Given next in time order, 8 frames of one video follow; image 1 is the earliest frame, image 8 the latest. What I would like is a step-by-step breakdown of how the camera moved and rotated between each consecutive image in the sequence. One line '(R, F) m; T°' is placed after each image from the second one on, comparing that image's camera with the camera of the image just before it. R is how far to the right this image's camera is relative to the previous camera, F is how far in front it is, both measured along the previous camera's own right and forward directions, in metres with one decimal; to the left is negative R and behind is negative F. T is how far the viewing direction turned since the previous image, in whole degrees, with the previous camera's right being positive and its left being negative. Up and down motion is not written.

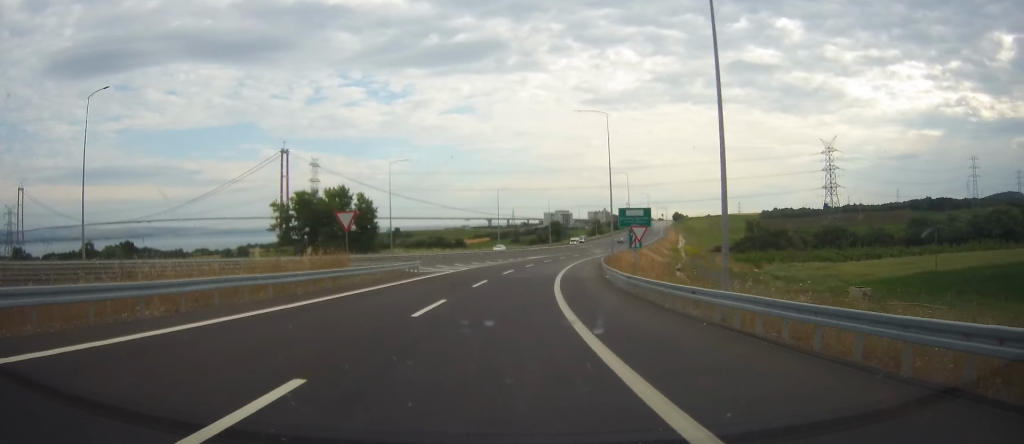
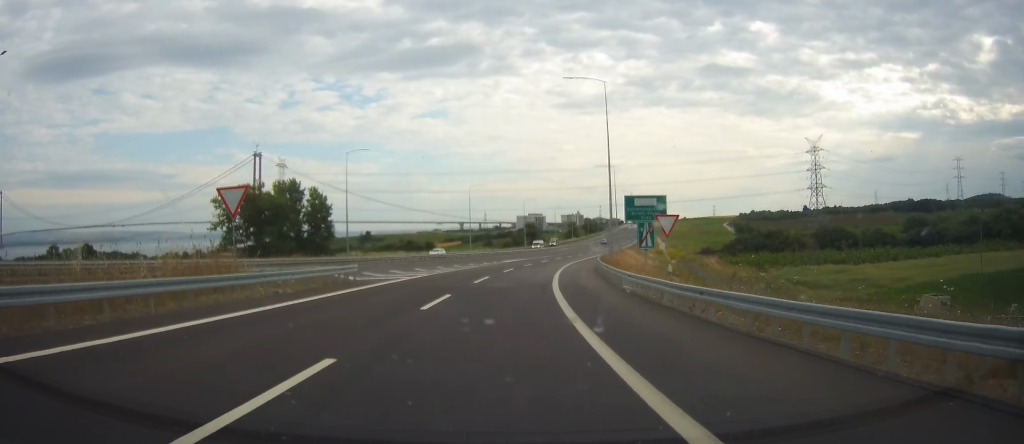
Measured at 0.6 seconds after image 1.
(+0.1, +12.3) m; +2°
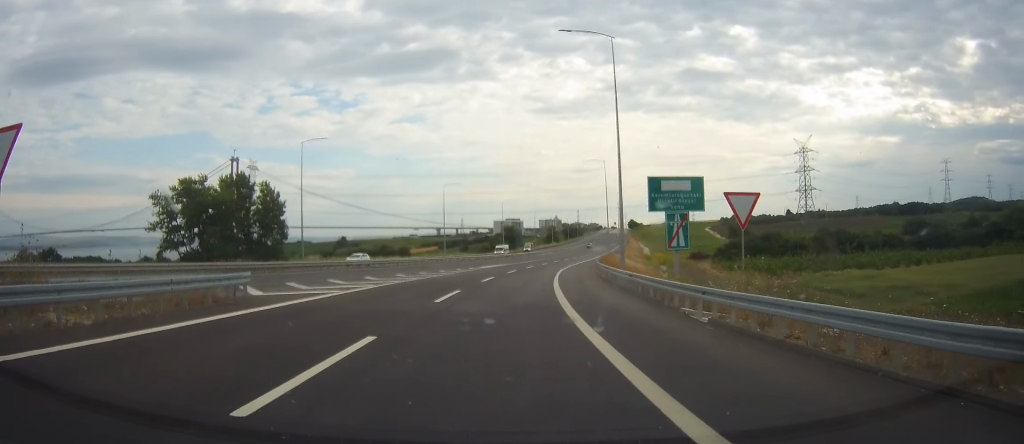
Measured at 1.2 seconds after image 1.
(+0.3, +11.5) m; +1°
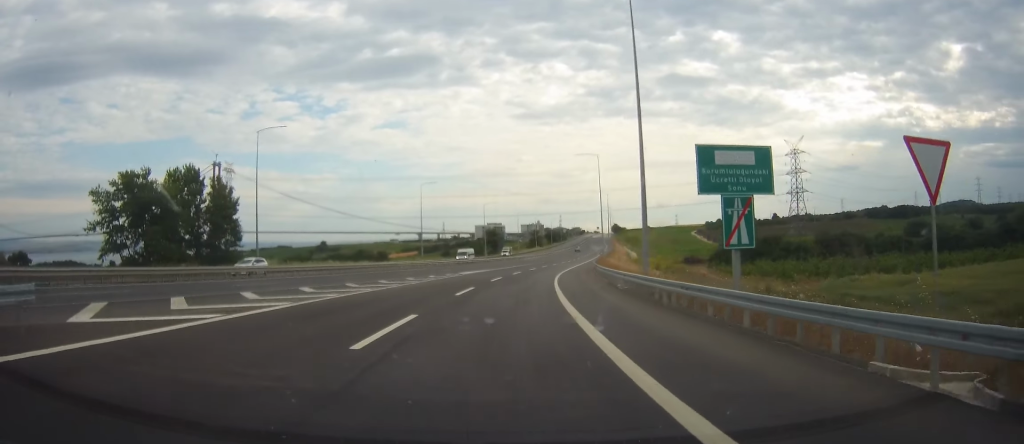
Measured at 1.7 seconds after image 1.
(+0.1, +9.8) m; +1°
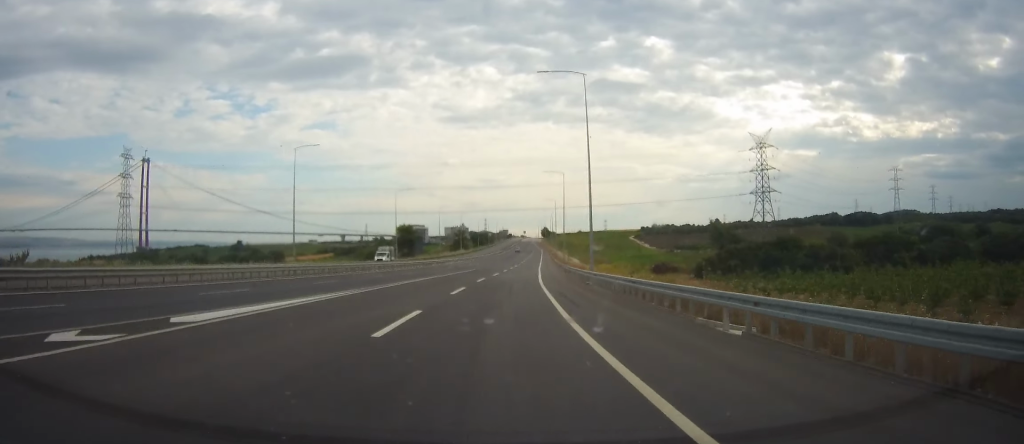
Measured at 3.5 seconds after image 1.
(+2.1, +40.3) m; +8°
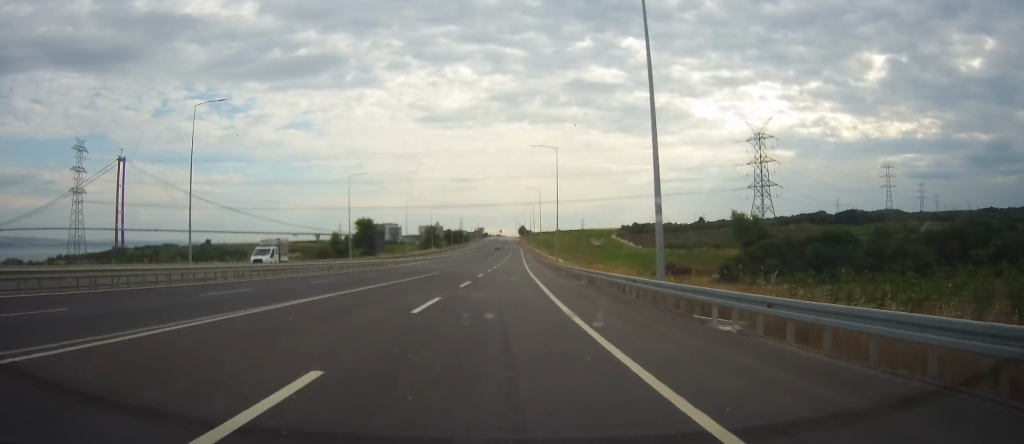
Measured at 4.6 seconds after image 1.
(+1.1, +24.7) m; +3°
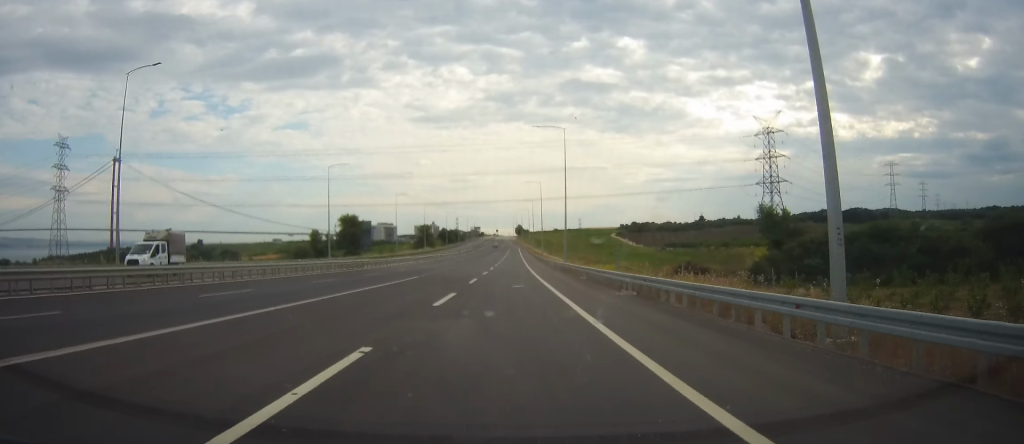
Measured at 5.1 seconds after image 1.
(0.0, +13.0) m; +1°
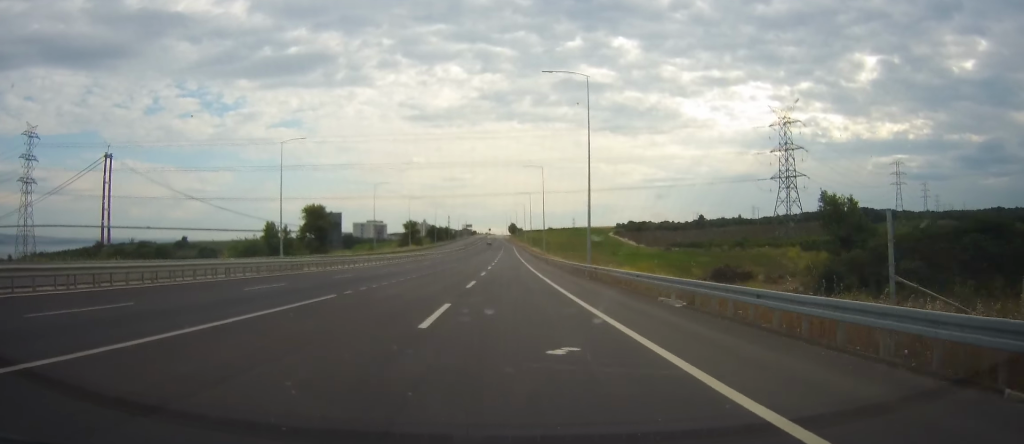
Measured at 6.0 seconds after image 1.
(+0.2, +20.7) m; +1°
